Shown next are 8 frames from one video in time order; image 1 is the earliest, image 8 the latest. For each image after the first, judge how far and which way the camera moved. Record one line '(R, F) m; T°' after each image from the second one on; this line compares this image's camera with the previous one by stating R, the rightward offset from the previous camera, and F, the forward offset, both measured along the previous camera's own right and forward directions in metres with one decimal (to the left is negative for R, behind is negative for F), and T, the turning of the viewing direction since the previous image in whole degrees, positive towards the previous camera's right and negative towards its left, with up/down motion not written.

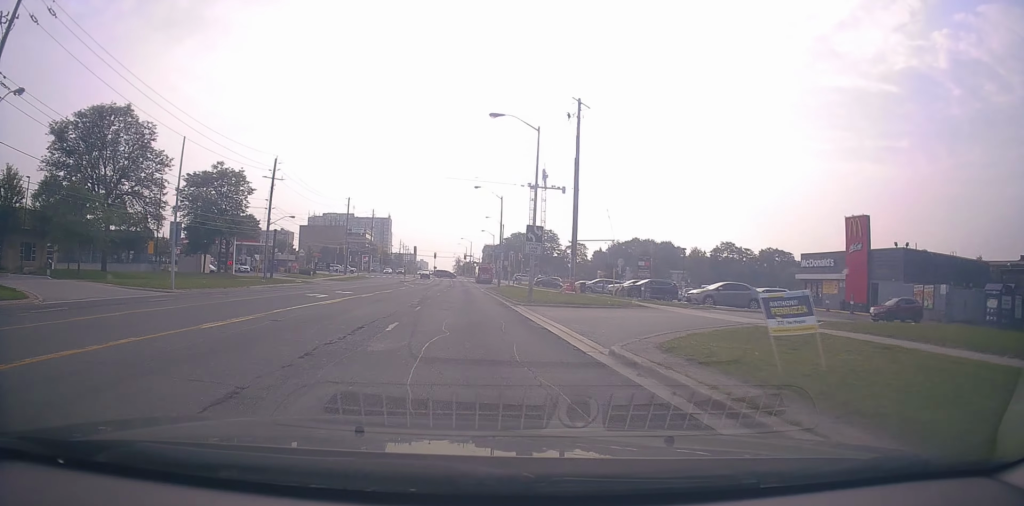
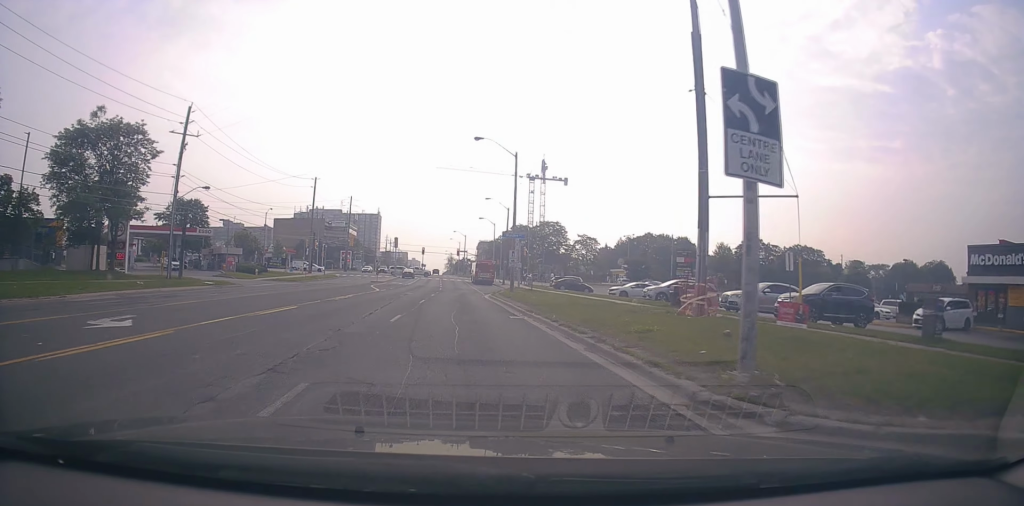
(+0.3, +22.7) m; +3°
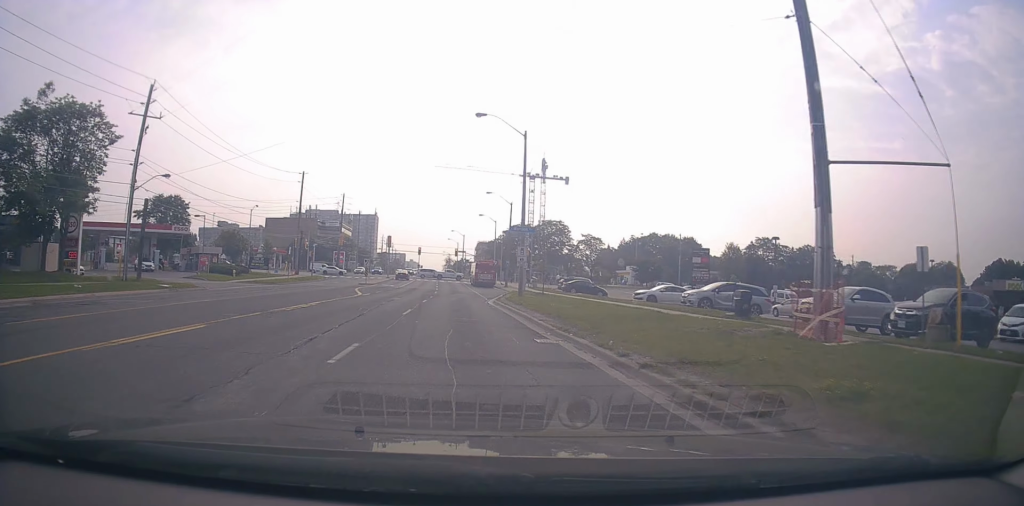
(+0.1, +6.8) m; 0°
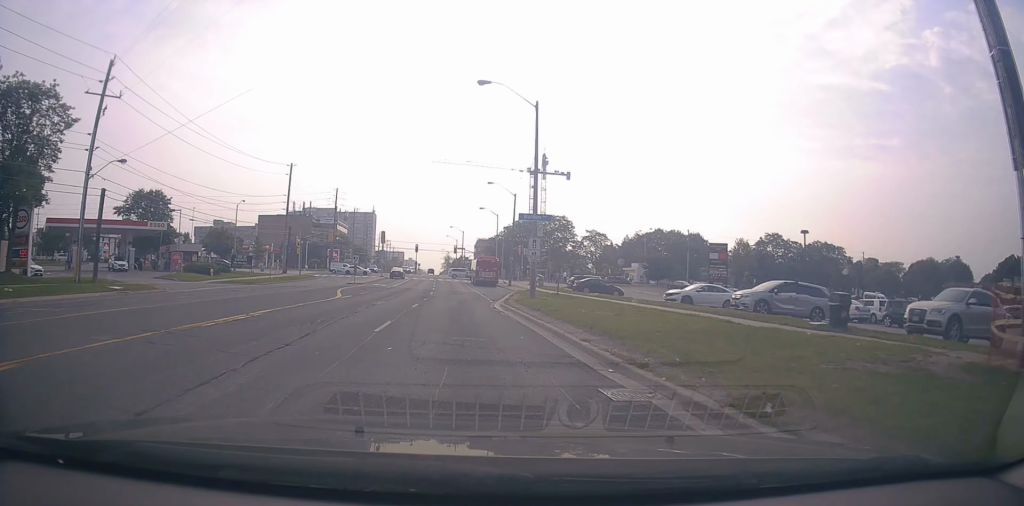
(0.0, +5.9) m; 0°
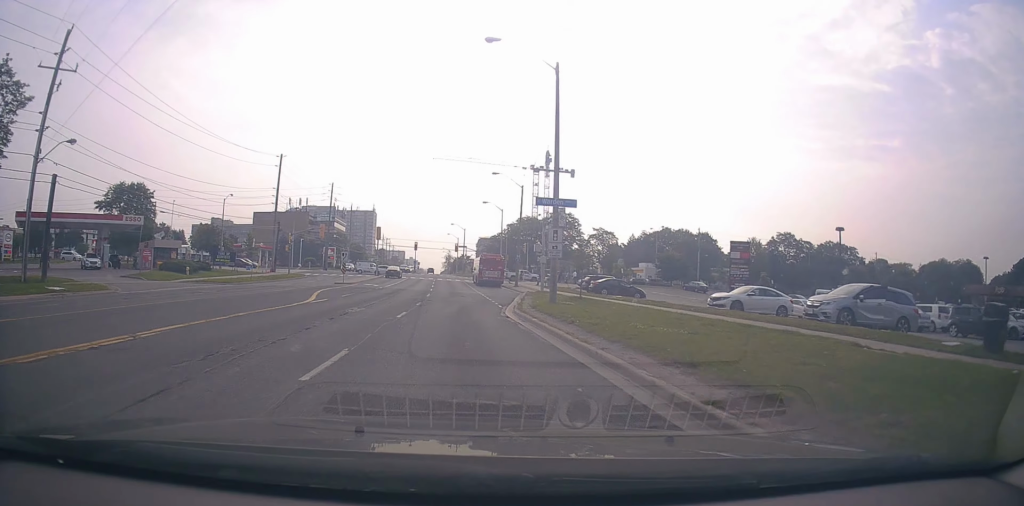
(0.0, +5.8) m; -1°
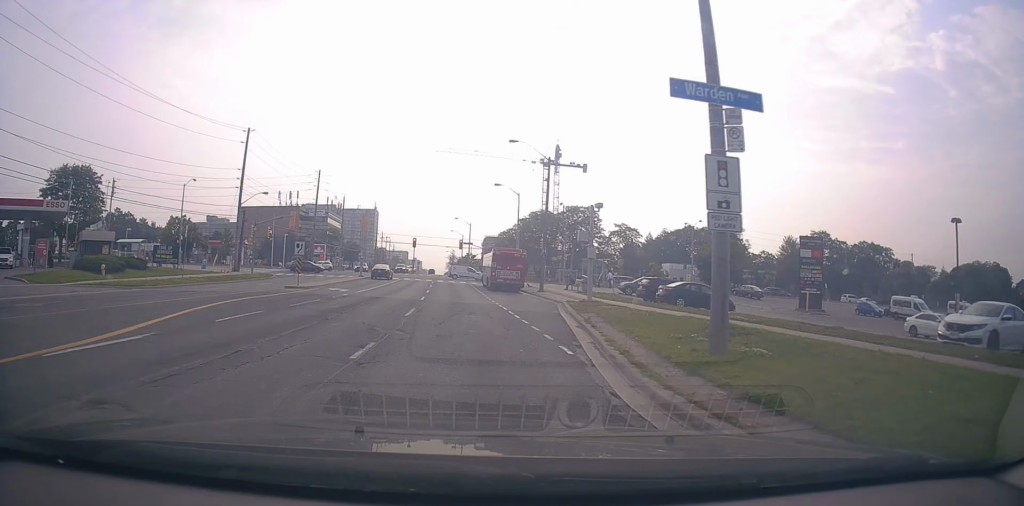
(-0.2, +15.0) m; -2°
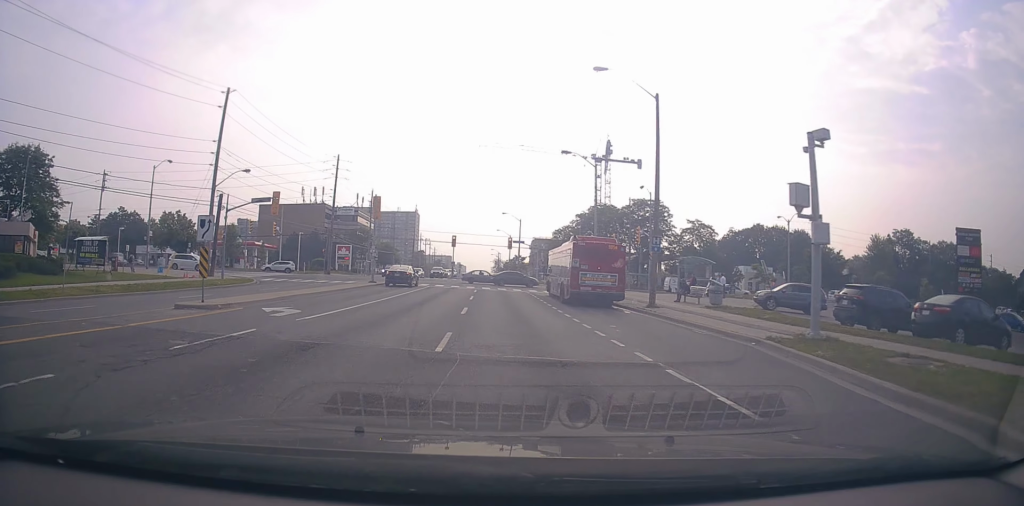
(-0.3, +17.2) m; -1°
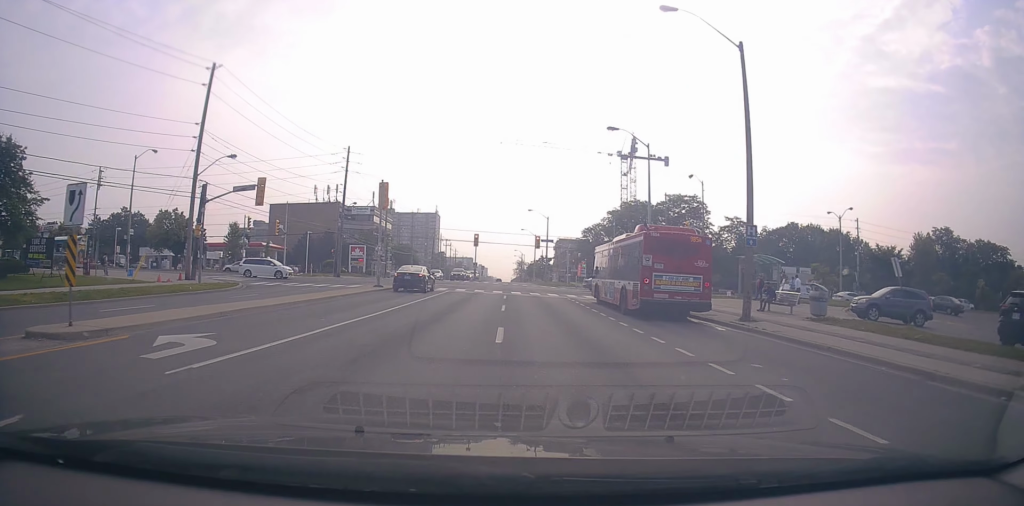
(0.0, +7.3) m; -1°
